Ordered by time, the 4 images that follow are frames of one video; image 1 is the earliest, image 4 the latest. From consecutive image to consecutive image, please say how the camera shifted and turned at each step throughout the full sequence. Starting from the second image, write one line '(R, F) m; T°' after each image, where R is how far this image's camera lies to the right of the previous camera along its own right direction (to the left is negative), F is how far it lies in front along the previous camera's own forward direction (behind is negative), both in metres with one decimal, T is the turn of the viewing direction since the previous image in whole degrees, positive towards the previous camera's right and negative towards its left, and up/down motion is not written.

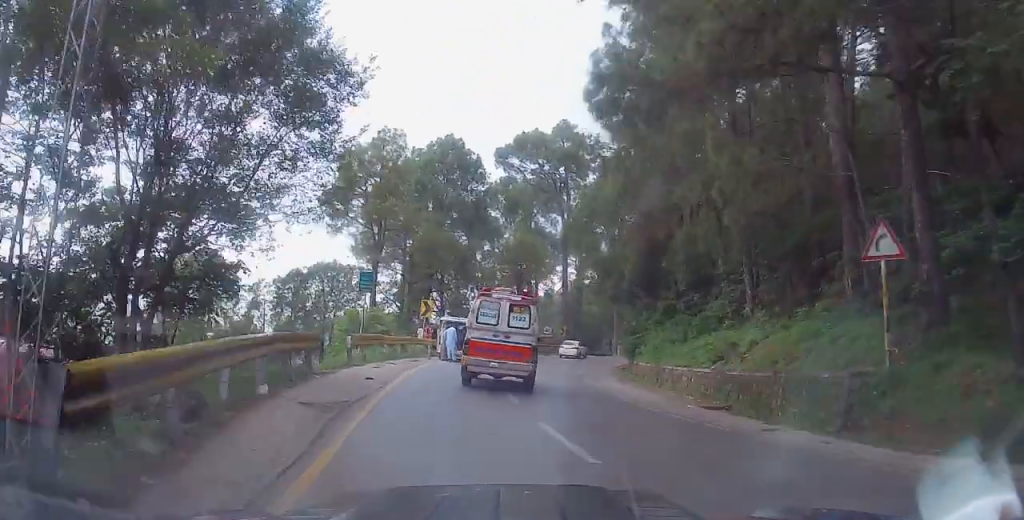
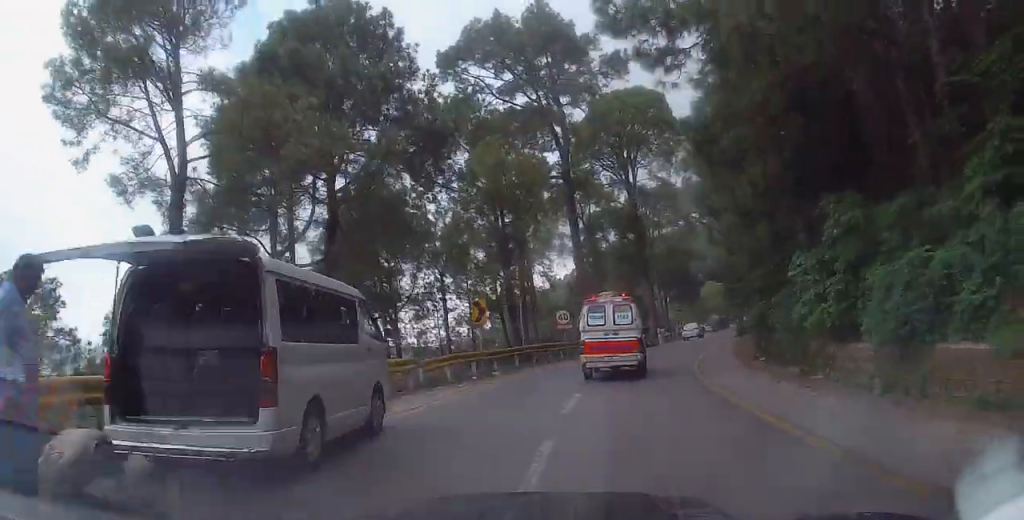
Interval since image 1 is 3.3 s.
(-0.7, +25.9) m; +1°
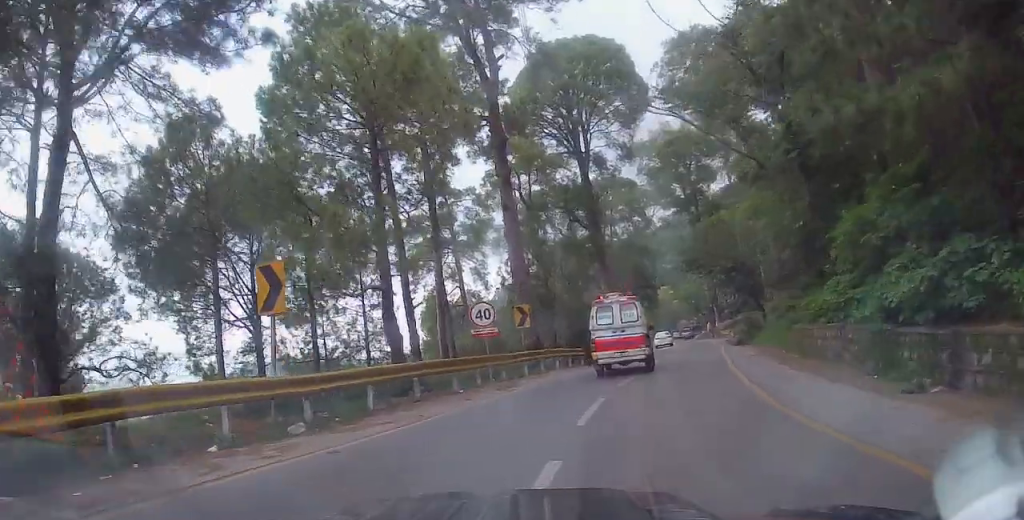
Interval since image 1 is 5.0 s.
(+0.4, +14.1) m; +4°
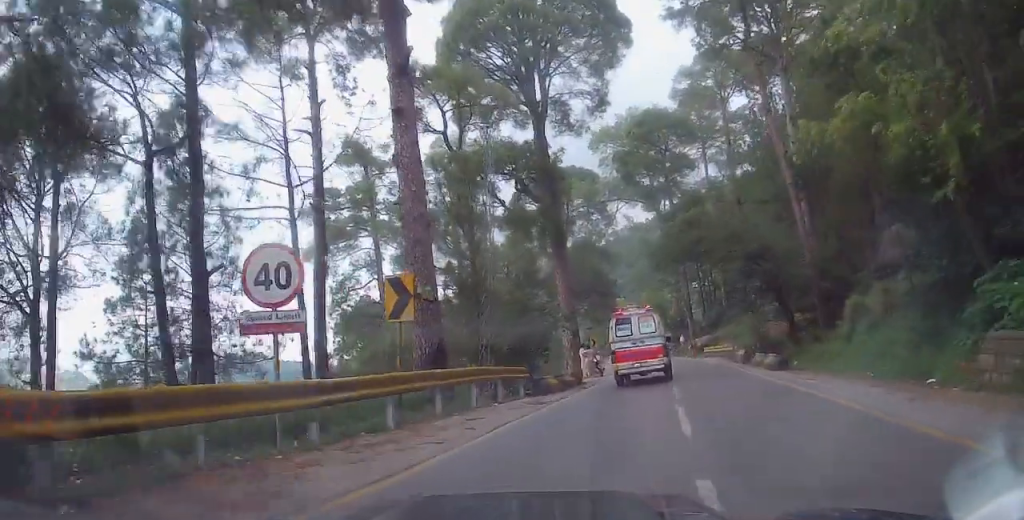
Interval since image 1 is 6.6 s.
(+0.2, +13.1) m; +4°
